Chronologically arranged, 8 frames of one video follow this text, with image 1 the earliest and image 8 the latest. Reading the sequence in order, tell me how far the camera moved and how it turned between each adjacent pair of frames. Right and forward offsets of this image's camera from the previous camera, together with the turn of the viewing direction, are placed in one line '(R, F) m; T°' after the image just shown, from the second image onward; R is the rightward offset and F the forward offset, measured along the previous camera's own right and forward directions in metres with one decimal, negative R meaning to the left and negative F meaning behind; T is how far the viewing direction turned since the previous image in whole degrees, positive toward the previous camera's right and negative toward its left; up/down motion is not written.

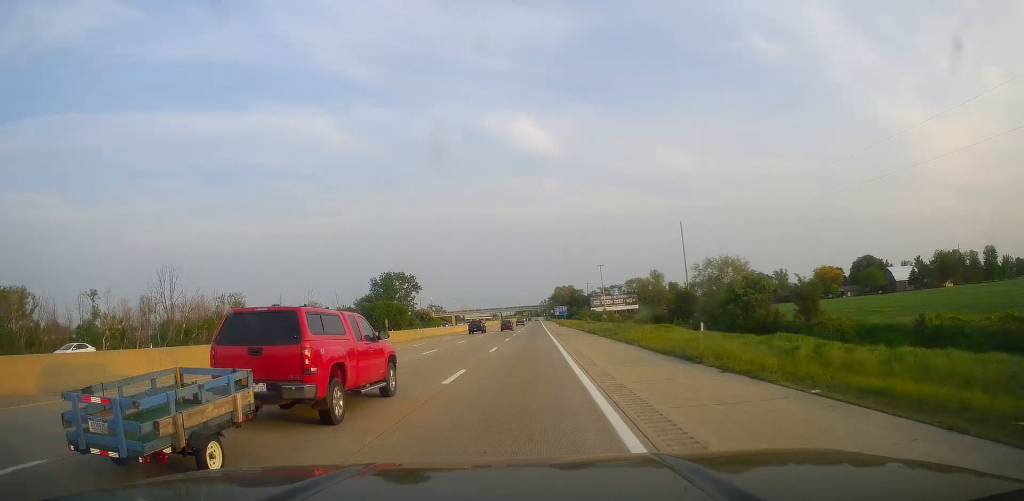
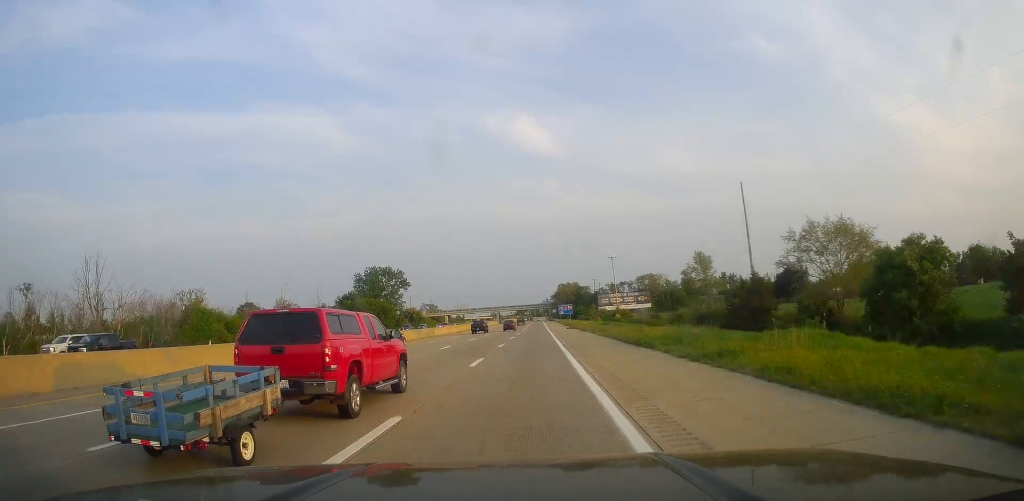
(+0.2, +25.2) m; 0°
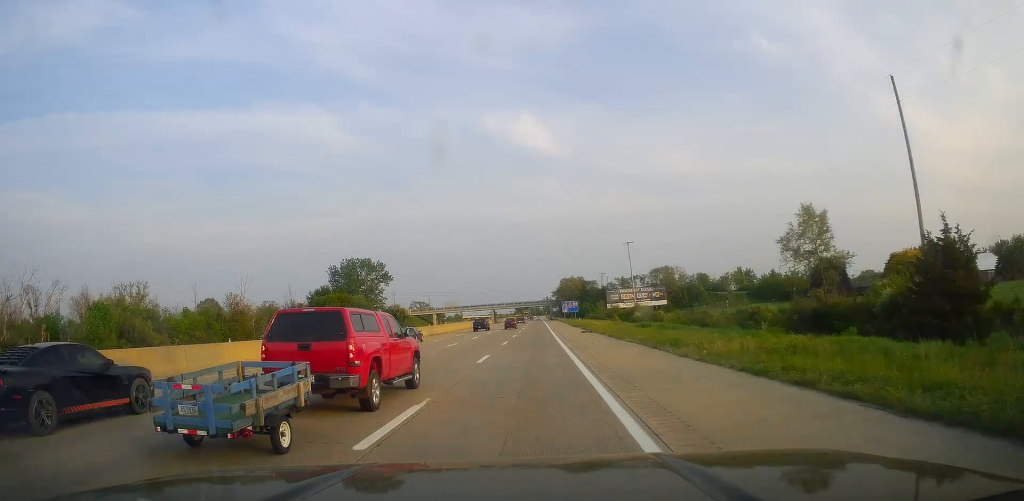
(+0.2, +28.5) m; 0°
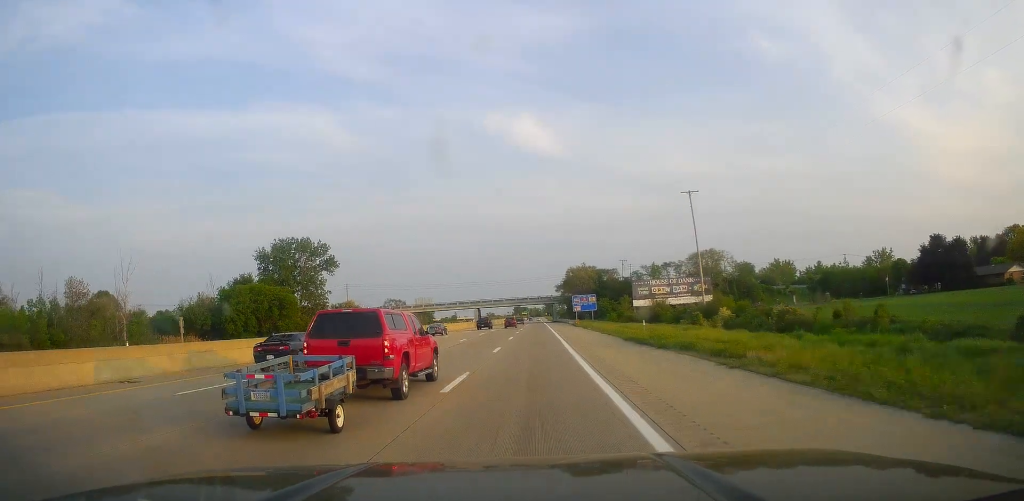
(-1.0, +55.1) m; 0°
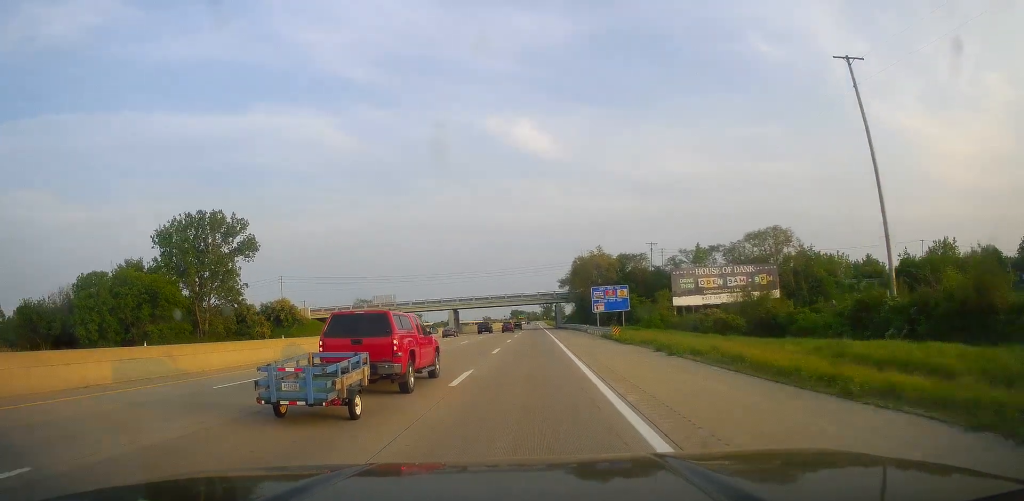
(+0.5, +43.7) m; 0°
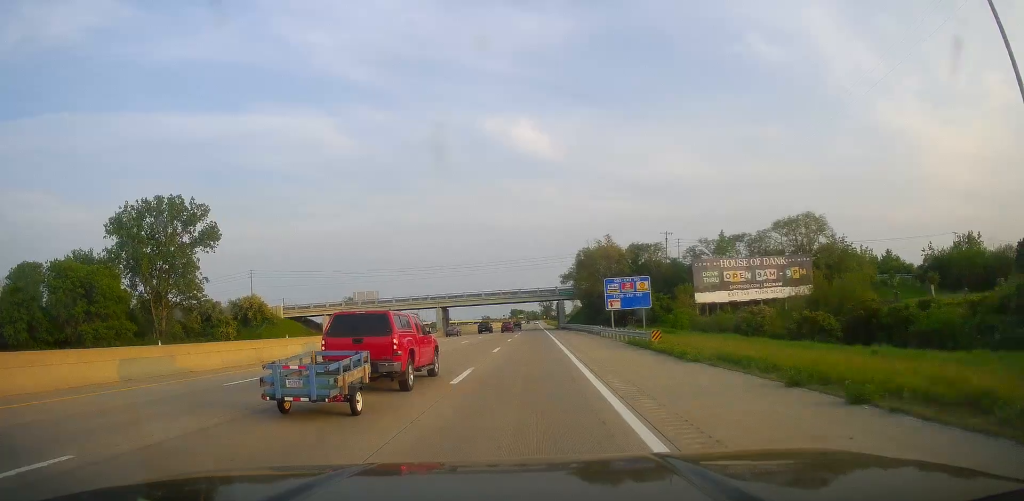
(-0.3, +14.2) m; 0°
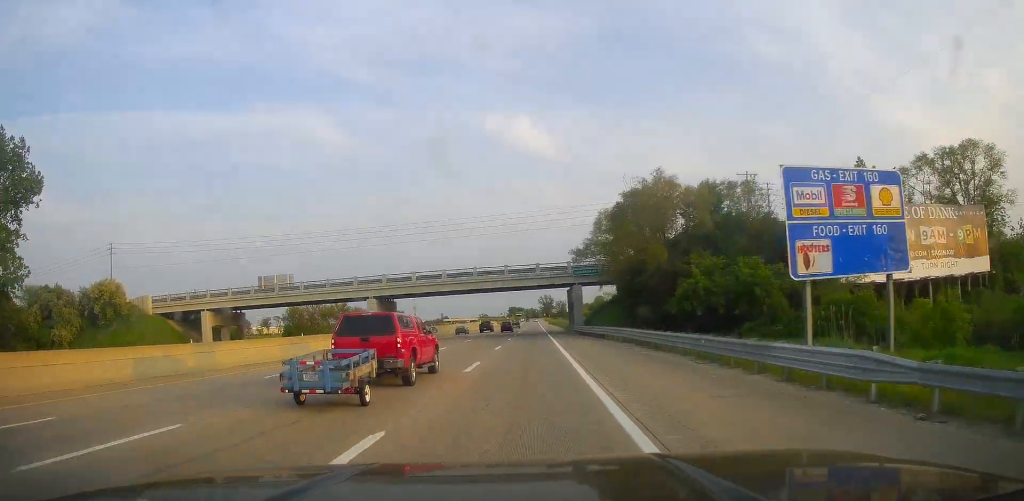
(+0.7, +42.5) m; +1°
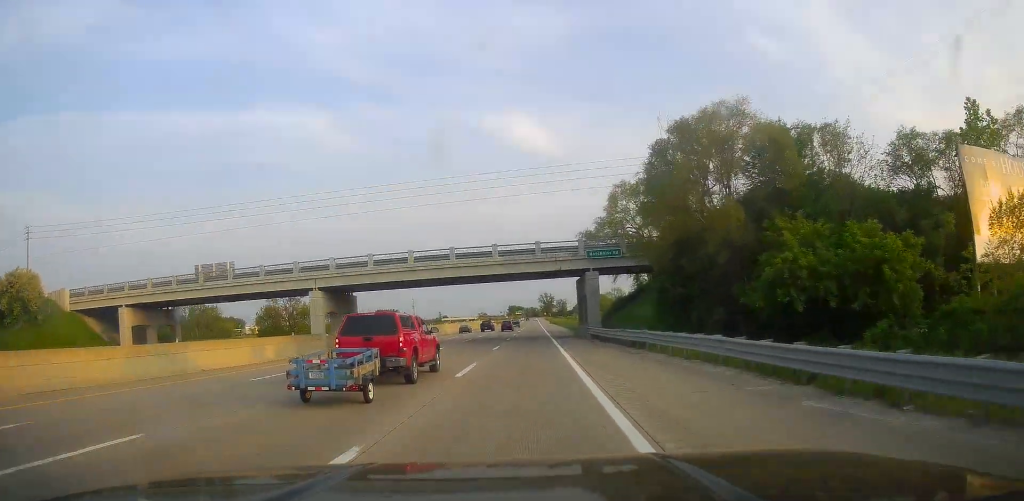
(-0.2, +16.4) m; -1°
